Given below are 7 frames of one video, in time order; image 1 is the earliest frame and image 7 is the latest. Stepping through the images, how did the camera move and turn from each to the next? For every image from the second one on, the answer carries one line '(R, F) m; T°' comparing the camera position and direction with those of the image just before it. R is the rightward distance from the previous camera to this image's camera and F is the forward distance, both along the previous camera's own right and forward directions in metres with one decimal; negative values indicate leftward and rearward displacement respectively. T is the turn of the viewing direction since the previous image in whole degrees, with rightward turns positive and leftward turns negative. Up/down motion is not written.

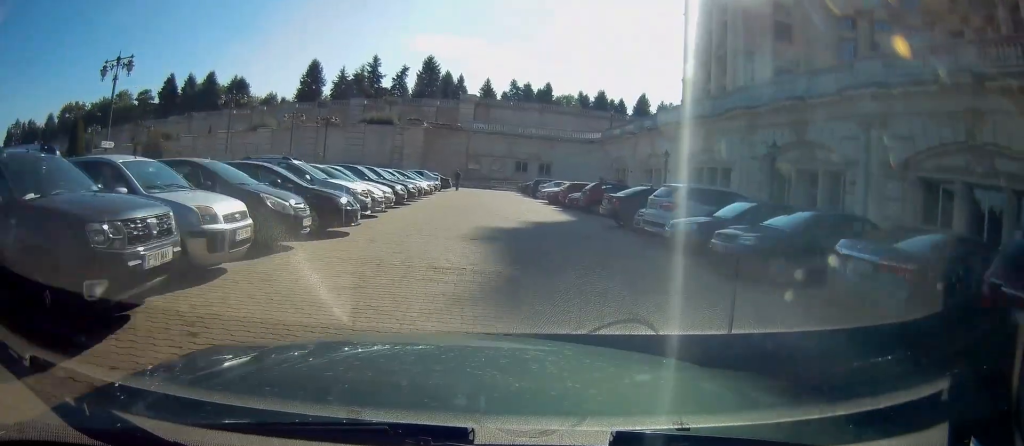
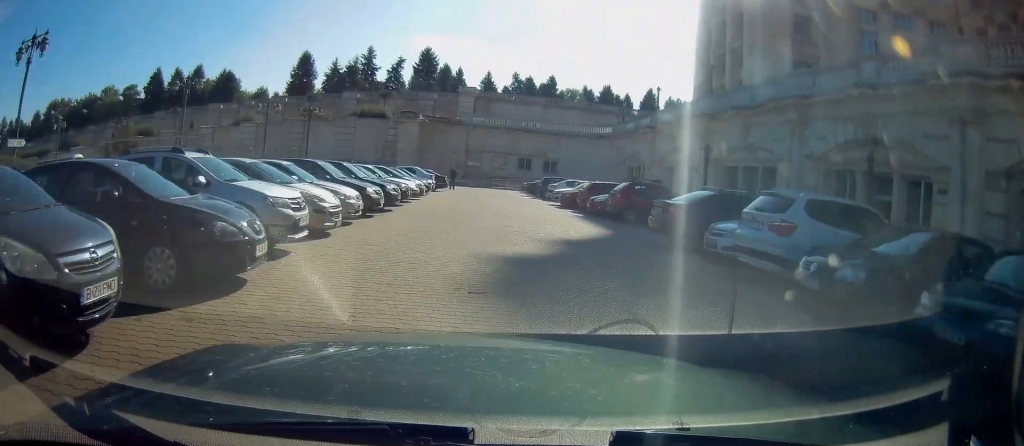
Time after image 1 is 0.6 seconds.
(+0.2, +5.7) m; 0°
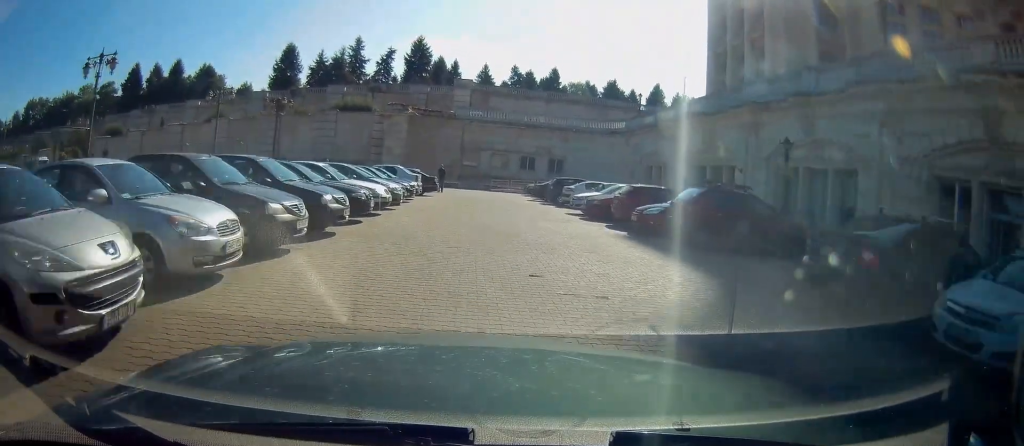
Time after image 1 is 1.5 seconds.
(0.0, +7.5) m; 0°
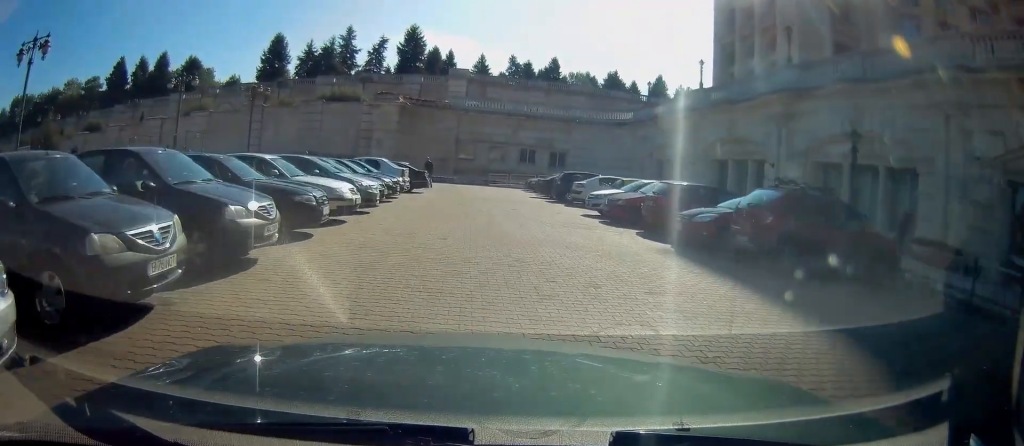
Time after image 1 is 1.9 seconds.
(-0.2, +4.1) m; 0°
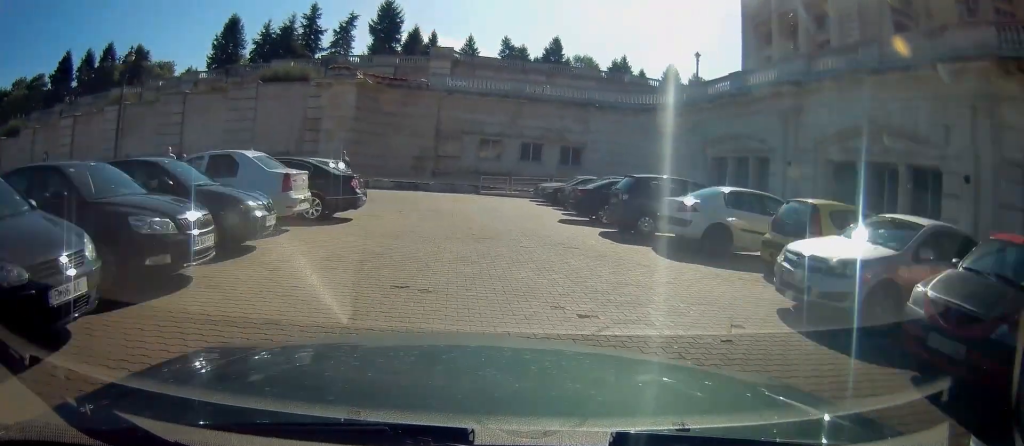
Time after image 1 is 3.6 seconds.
(+0.2, +14.4) m; -2°
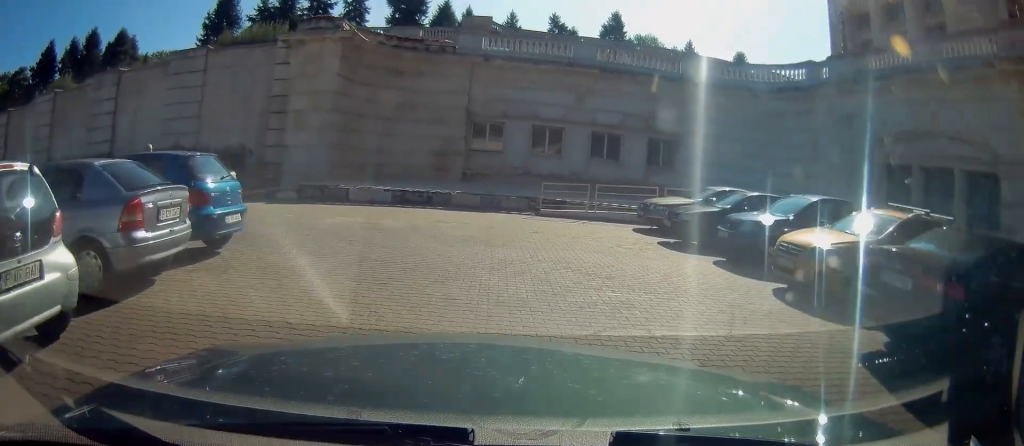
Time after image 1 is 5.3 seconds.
(-0.3, +13.7) m; -3°
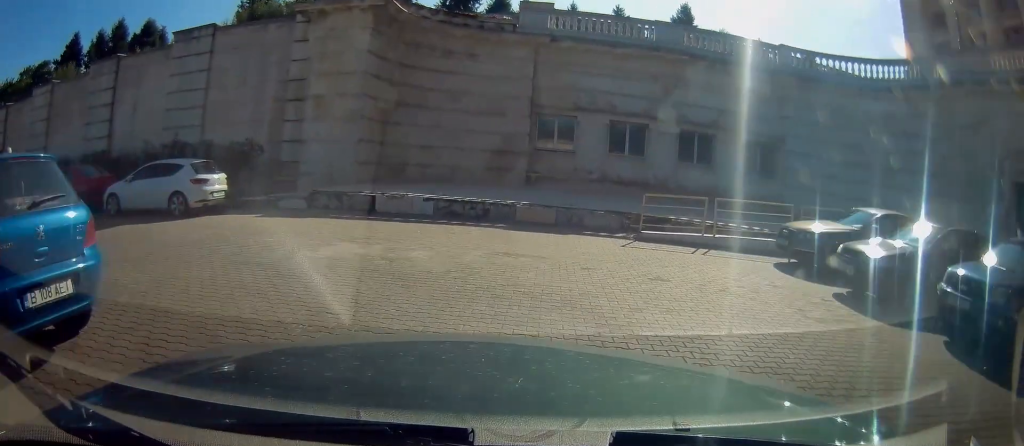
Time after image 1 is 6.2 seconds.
(0.0, +5.6) m; -5°
